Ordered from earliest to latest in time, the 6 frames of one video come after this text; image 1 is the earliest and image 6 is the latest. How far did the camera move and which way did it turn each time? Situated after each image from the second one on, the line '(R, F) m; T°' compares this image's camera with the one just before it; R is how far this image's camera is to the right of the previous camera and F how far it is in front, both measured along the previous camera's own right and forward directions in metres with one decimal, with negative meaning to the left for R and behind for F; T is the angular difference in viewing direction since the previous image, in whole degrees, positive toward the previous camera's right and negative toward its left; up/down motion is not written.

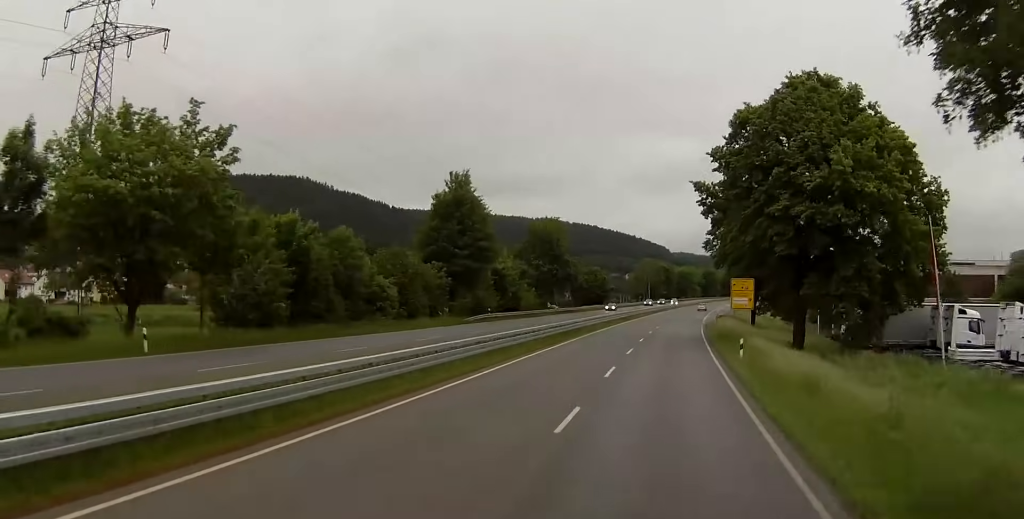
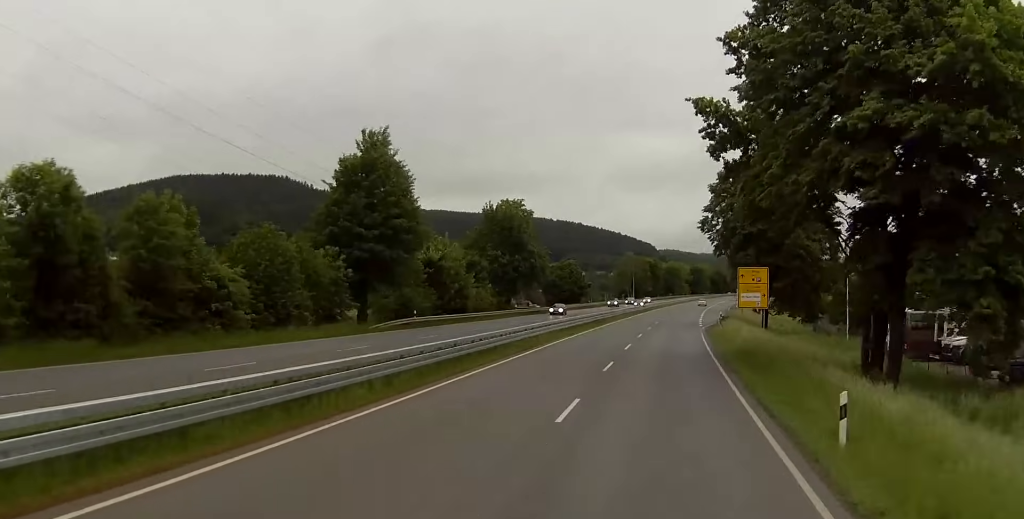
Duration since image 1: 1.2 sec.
(+0.1, +23.0) m; +1°
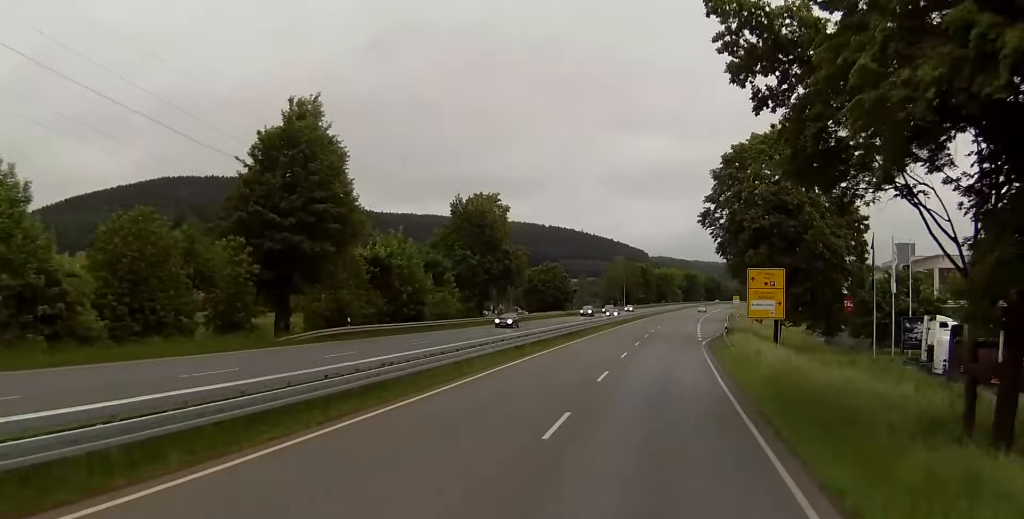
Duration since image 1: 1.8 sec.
(+0.2, +13.2) m; 0°
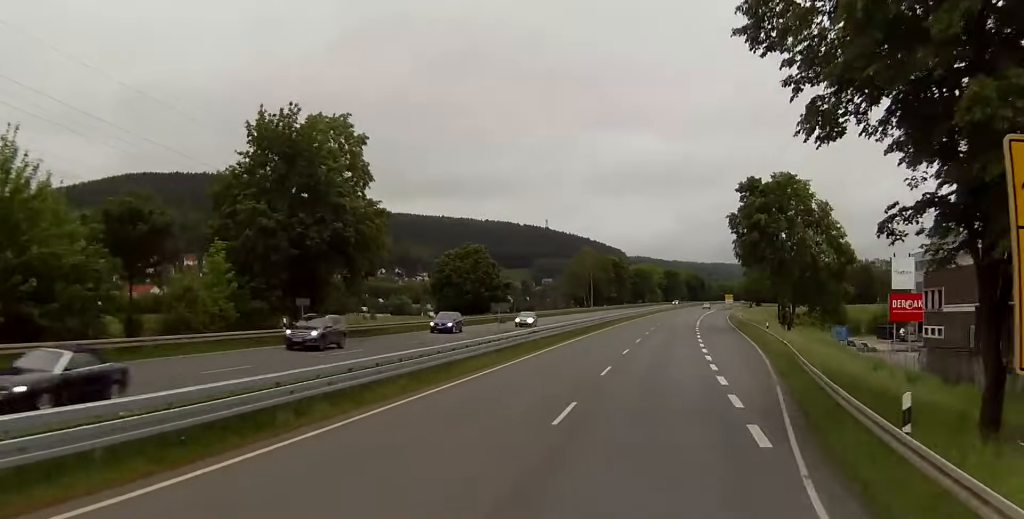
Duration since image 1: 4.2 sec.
(-0.8, +45.9) m; 0°
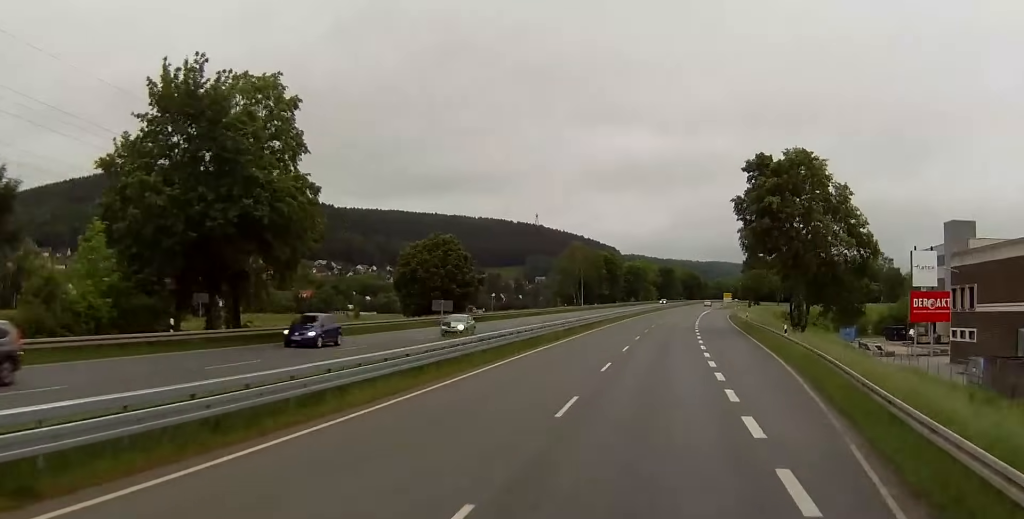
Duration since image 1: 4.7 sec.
(0.0, +11.0) m; +1°
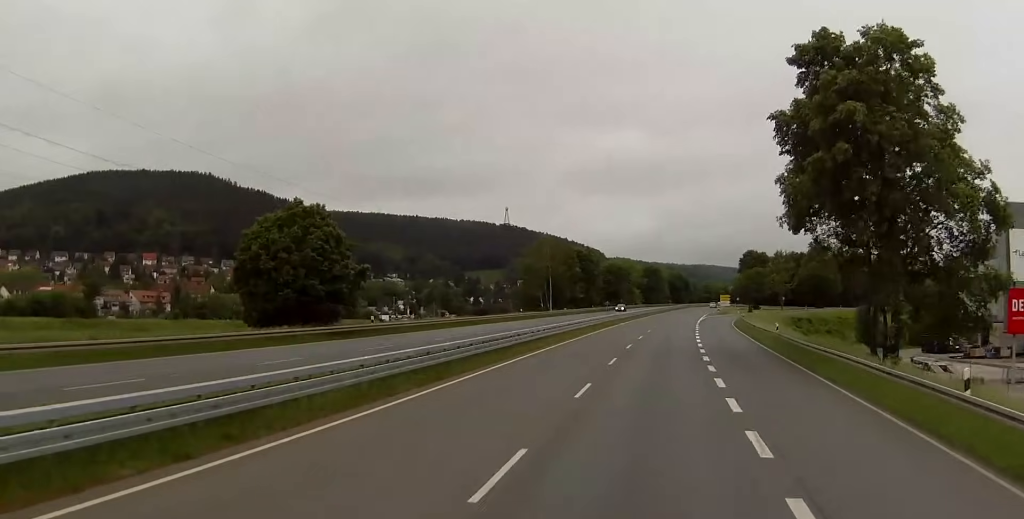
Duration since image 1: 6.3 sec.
(+0.1, +30.9) m; 0°
